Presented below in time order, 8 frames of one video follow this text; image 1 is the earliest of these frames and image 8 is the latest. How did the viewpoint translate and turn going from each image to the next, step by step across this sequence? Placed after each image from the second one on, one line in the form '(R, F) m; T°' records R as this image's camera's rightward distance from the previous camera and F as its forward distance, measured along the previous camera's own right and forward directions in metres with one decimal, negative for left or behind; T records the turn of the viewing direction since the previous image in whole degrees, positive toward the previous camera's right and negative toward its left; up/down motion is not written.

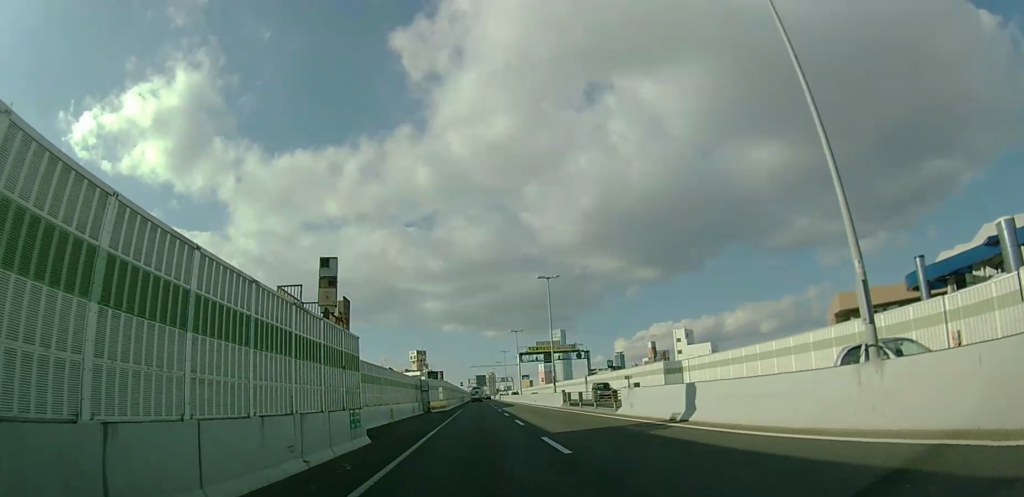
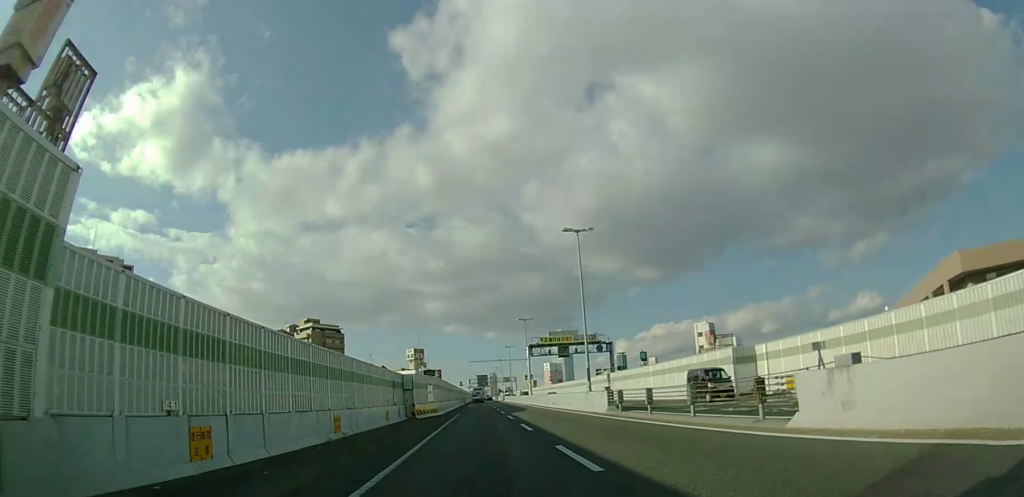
(+0.1, +12.2) m; 0°
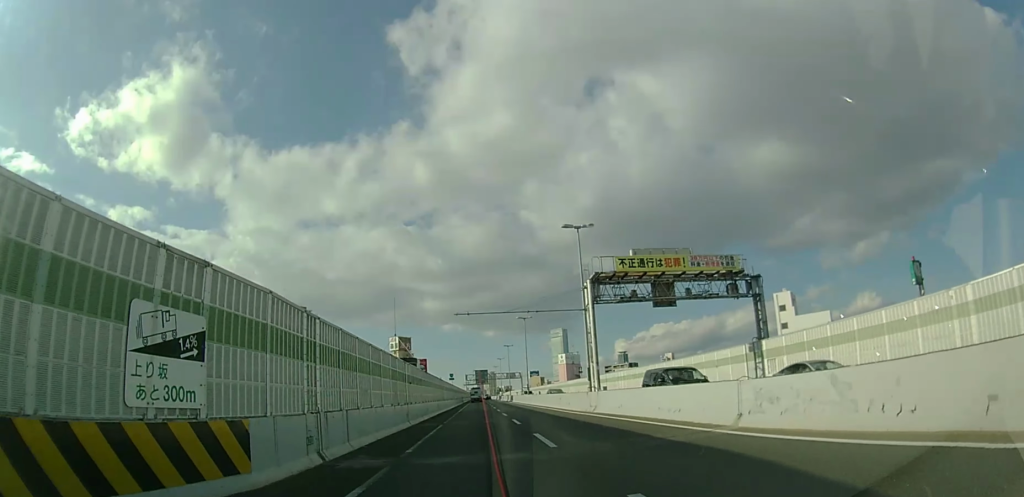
(-0.1, +35.5) m; -1°
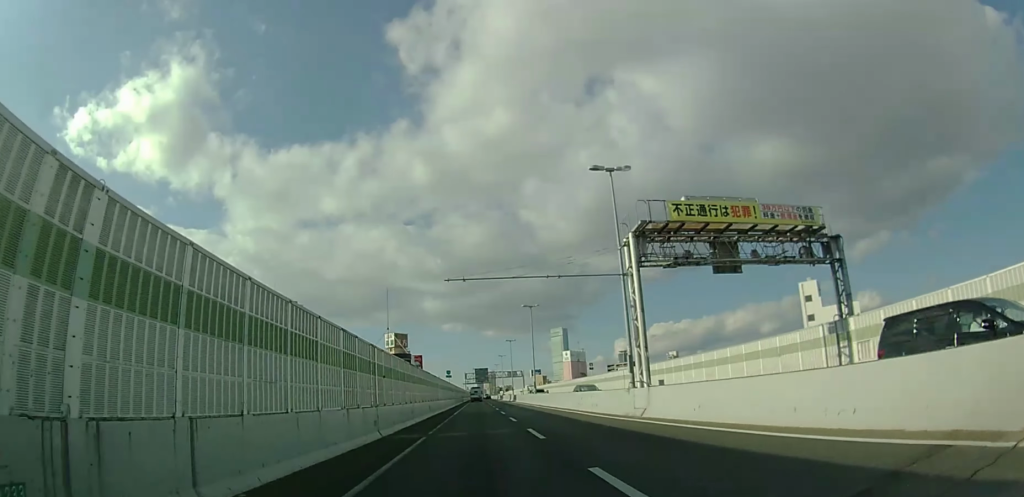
(0.0, +8.7) m; 0°
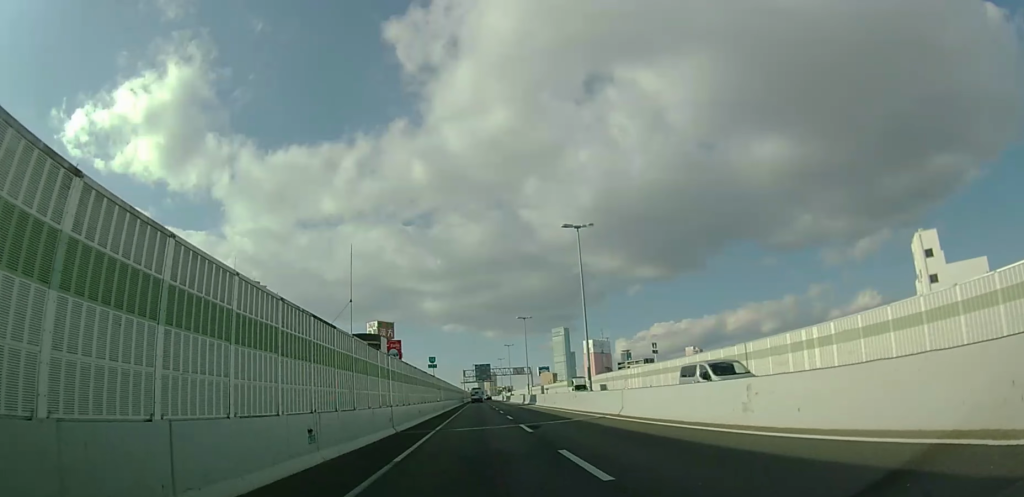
(0.0, +26.8) m; 0°
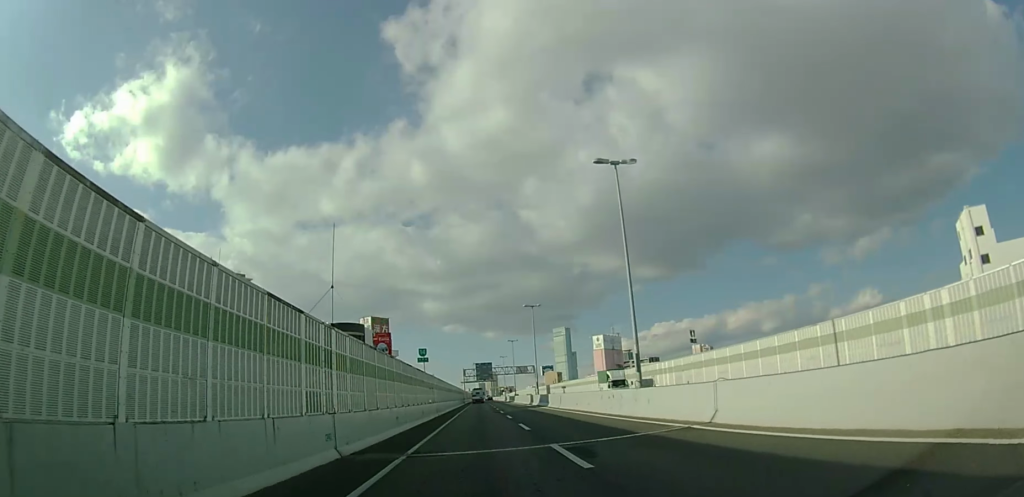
(0.0, +8.7) m; 0°
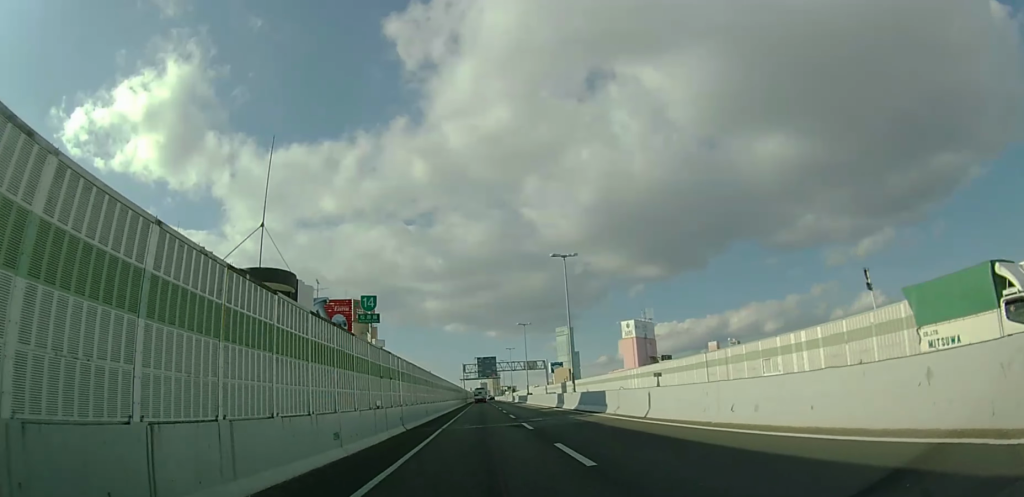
(-0.1, +19.5) m; 0°
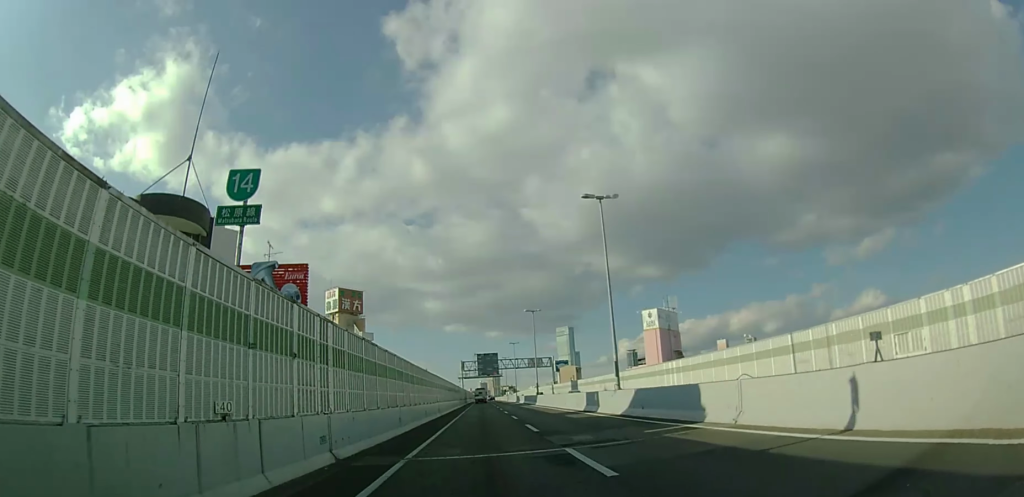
(0.0, +11.6) m; 0°
